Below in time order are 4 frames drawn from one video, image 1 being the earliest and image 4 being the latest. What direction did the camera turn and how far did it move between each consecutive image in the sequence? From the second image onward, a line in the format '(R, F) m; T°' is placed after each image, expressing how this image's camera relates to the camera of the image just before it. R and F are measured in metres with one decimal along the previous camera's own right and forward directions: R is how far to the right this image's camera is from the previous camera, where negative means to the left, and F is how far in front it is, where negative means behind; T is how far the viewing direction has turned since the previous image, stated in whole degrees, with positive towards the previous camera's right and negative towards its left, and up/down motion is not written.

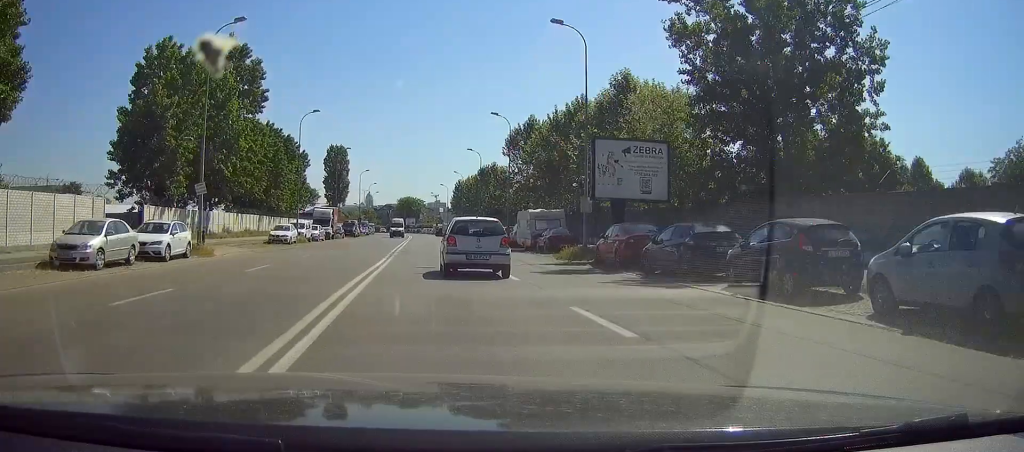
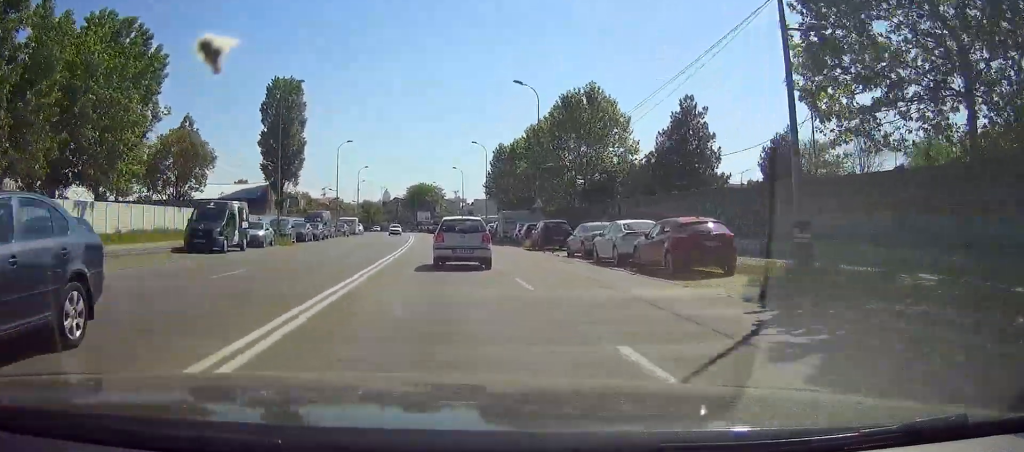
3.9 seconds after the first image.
(-2.1, +67.7) m; -3°
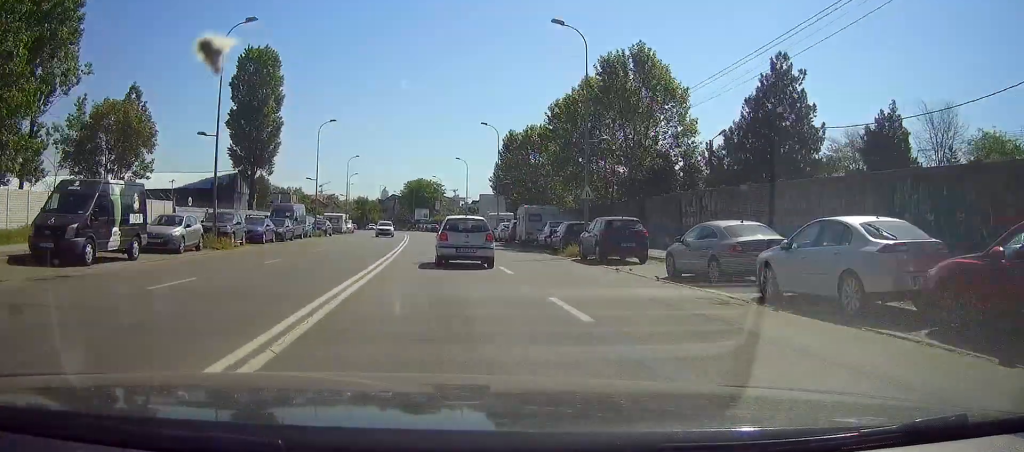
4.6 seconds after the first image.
(-0.1, +13.5) m; 0°
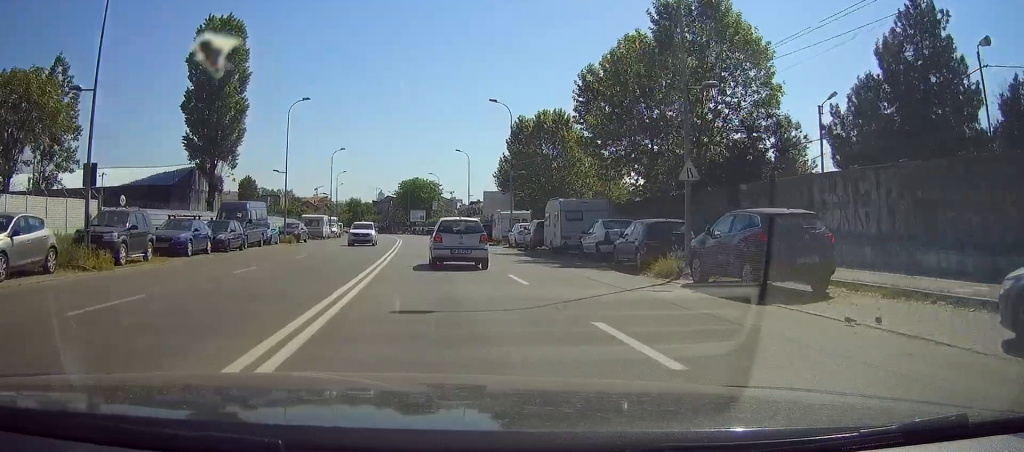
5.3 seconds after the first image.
(0.0, +12.2) m; 0°
